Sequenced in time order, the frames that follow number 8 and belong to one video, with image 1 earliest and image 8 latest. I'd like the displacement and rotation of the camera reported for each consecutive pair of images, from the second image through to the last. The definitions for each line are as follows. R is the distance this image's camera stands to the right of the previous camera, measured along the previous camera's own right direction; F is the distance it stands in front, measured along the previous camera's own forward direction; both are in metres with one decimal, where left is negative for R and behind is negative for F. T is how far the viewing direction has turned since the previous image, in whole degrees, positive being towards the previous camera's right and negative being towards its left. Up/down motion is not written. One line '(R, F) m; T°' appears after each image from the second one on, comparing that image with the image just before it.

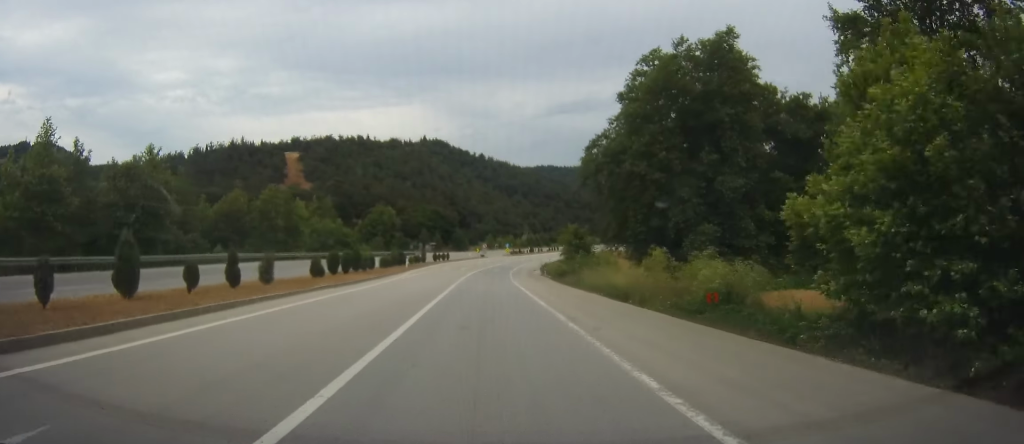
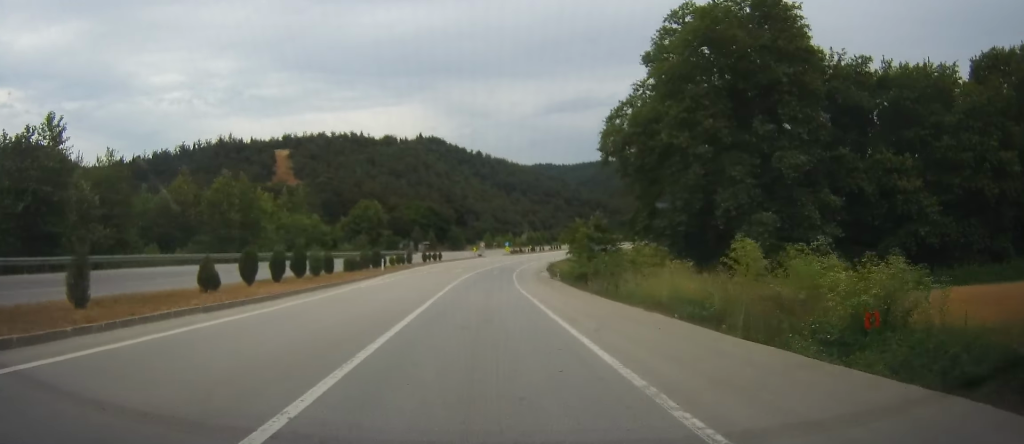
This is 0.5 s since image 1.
(-0.1, +13.4) m; 0°
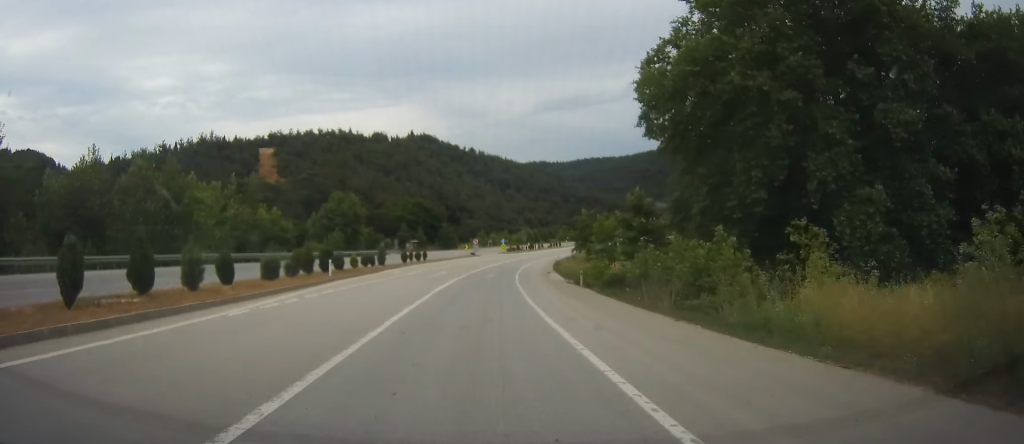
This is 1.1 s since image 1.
(+0.3, +15.7) m; 0°
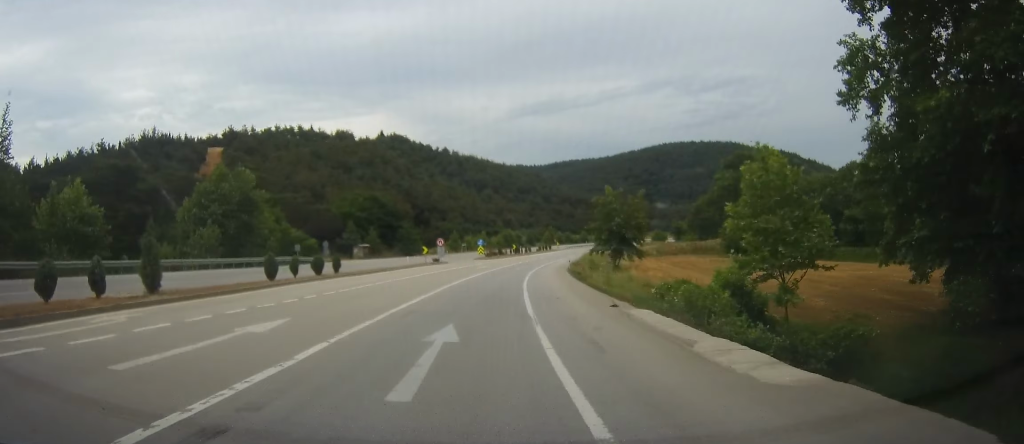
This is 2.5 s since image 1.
(-0.4, +35.9) m; -1°
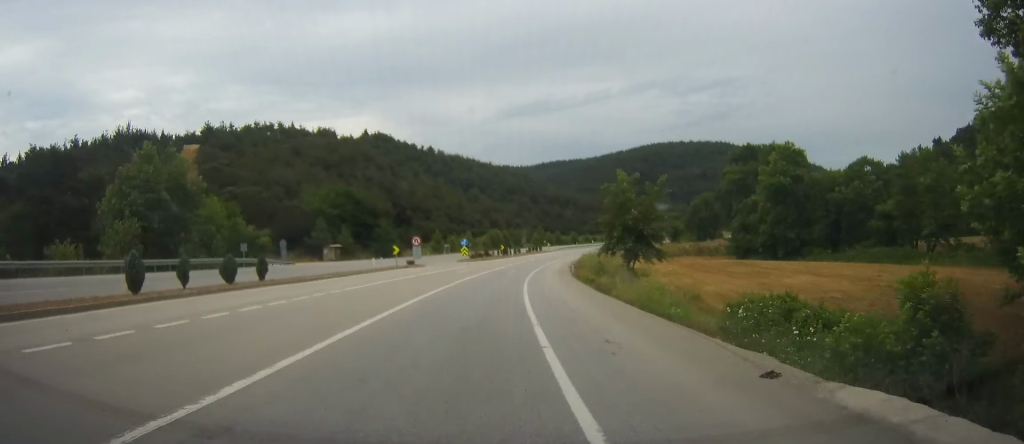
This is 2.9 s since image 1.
(0.0, +12.2) m; +1°
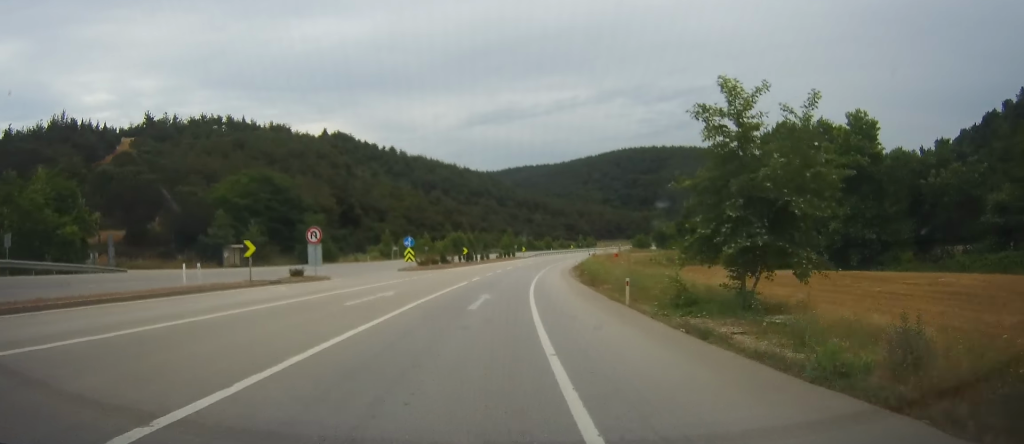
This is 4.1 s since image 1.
(+0.4, +28.6) m; +1°
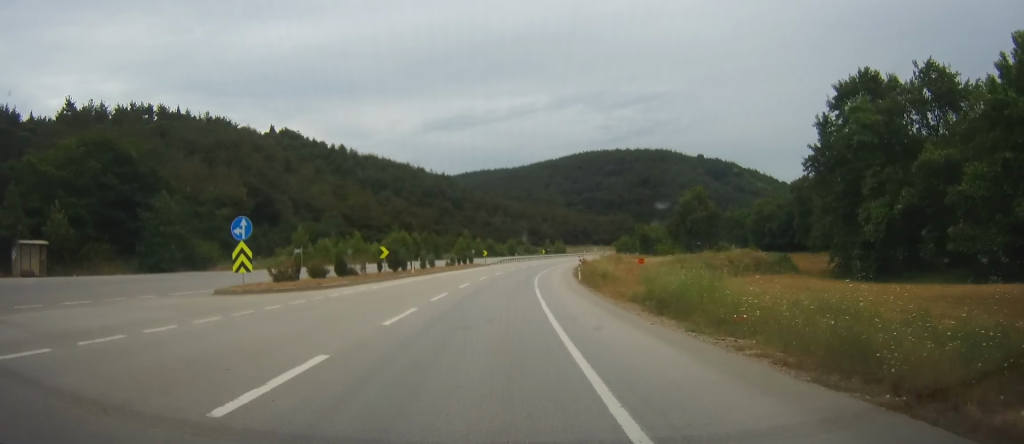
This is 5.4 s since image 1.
(+0.4, +33.7) m; +3°
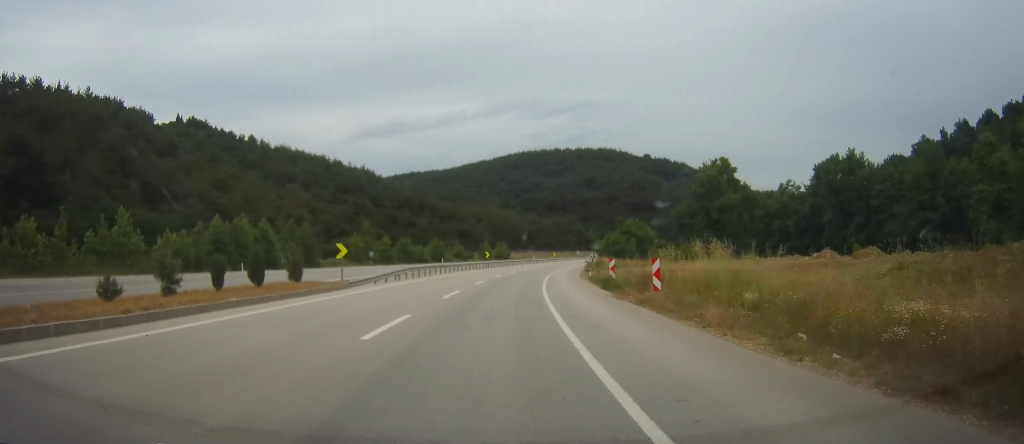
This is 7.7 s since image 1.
(+4.4, +56.9) m; +7°
